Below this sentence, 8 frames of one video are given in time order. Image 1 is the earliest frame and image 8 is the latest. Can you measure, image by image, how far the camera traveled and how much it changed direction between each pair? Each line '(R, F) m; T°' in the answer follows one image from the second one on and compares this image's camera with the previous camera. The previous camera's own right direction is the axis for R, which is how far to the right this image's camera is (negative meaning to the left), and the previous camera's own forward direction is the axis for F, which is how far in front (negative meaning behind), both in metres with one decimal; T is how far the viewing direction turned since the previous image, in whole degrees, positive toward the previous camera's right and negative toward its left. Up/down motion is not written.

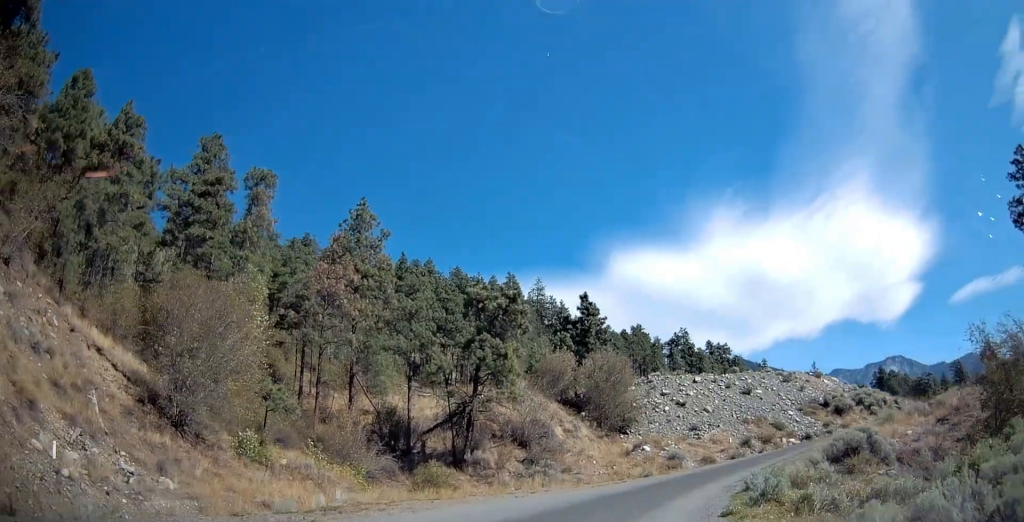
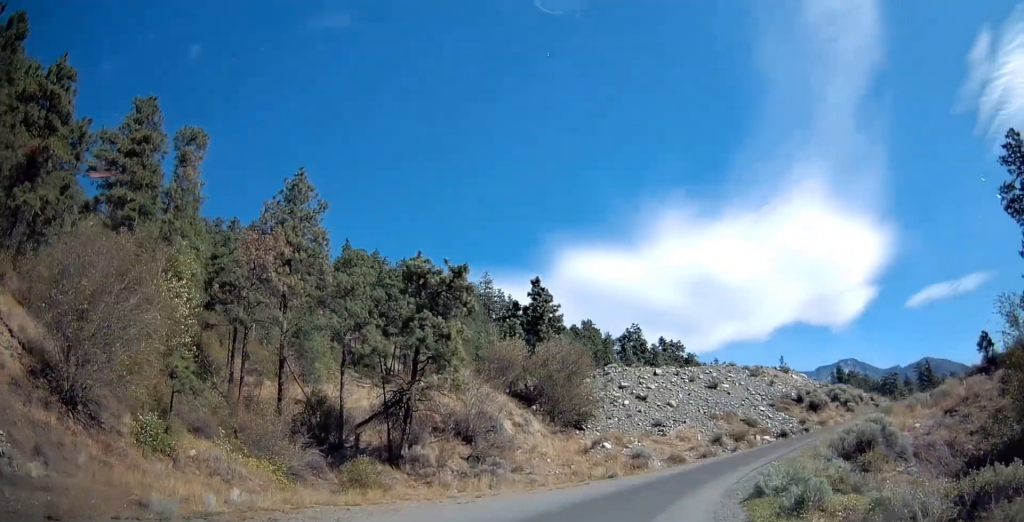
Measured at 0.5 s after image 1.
(-0.2, +4.7) m; +1°
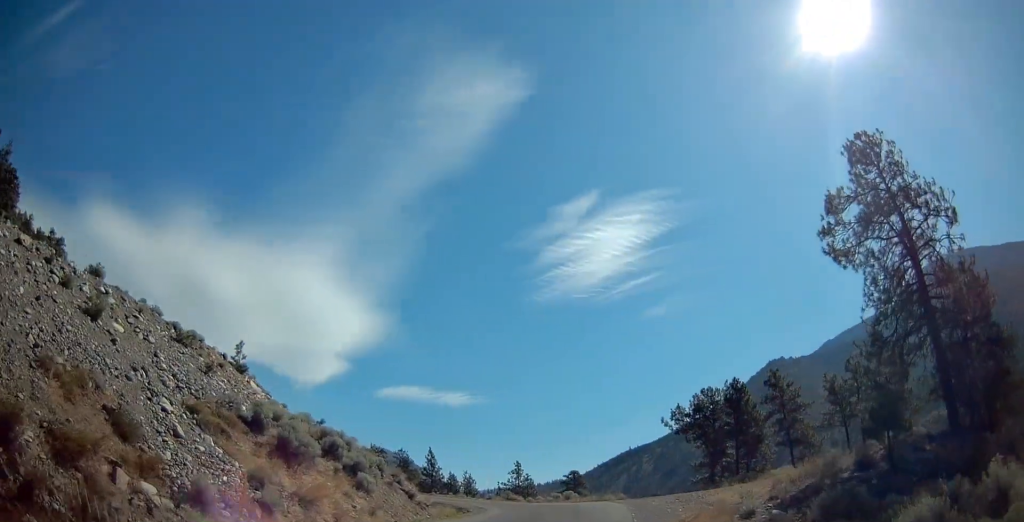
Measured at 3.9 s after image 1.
(+12.0, +25.5) m; +57°
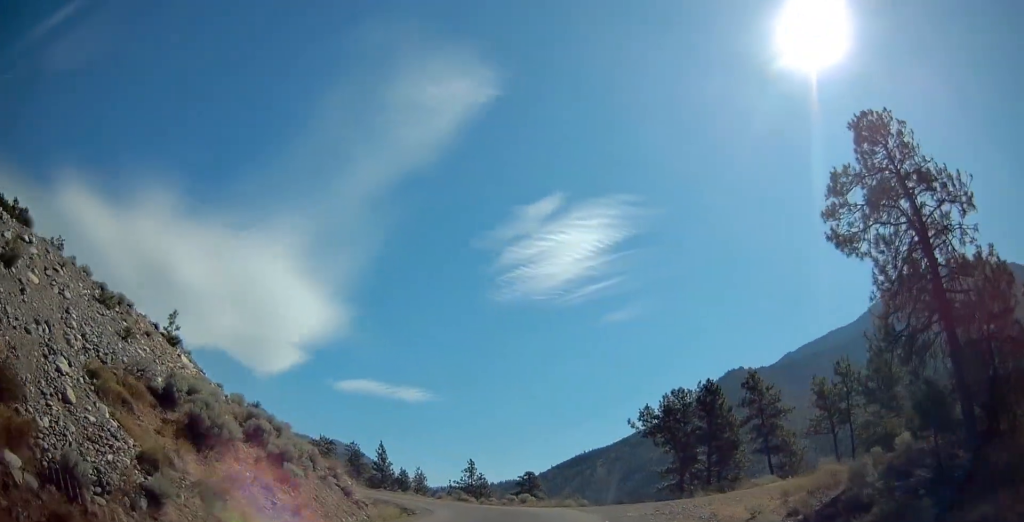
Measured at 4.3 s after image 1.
(0.0, +3.6) m; +8°
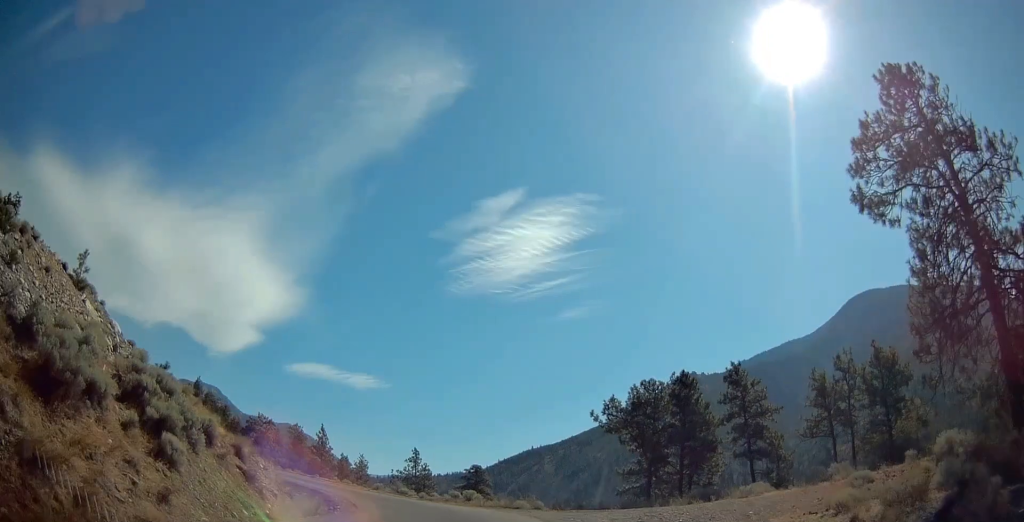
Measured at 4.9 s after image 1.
(+0.7, +5.4) m; +8°
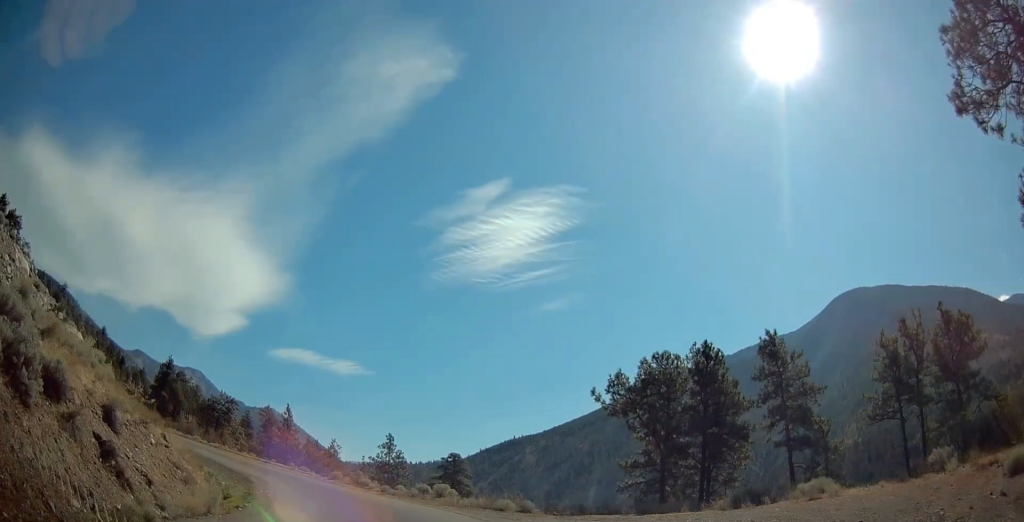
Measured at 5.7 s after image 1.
(+0.7, +7.8) m; +7°
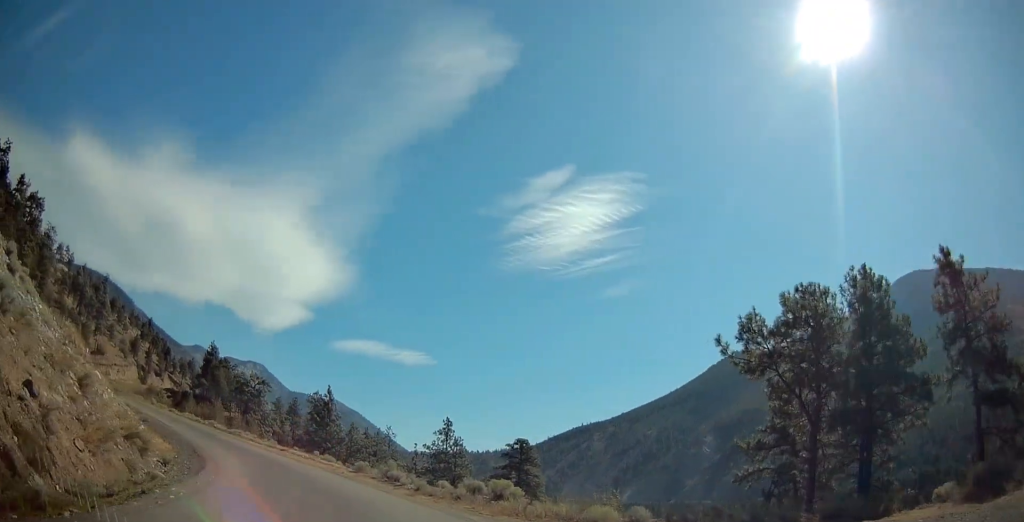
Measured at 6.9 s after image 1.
(+0.4, +11.2) m; -2°
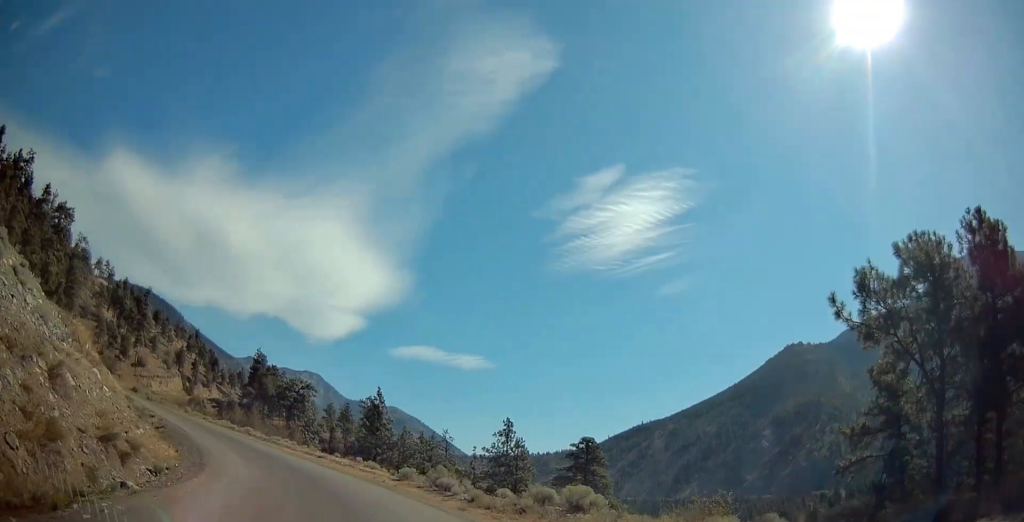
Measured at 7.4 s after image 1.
(+0.3, +4.9) m; -5°
